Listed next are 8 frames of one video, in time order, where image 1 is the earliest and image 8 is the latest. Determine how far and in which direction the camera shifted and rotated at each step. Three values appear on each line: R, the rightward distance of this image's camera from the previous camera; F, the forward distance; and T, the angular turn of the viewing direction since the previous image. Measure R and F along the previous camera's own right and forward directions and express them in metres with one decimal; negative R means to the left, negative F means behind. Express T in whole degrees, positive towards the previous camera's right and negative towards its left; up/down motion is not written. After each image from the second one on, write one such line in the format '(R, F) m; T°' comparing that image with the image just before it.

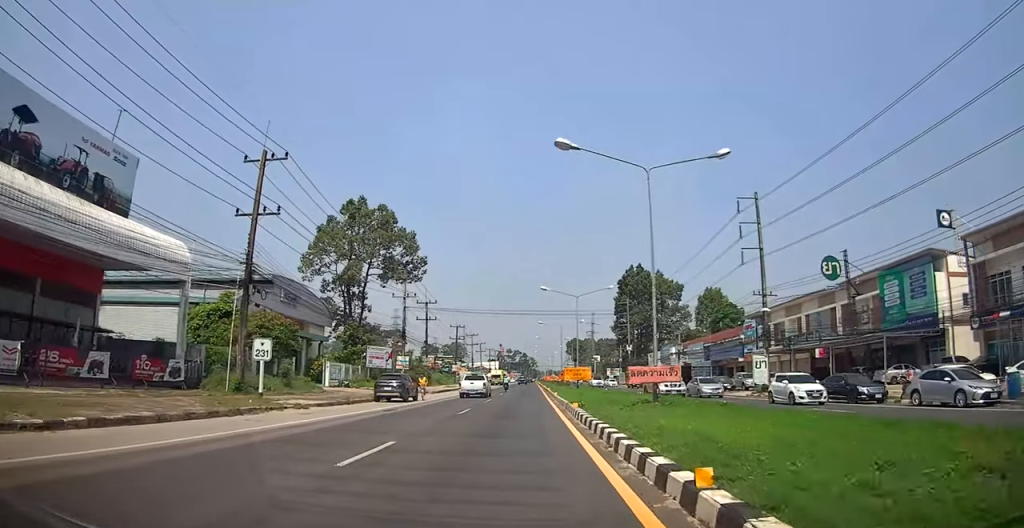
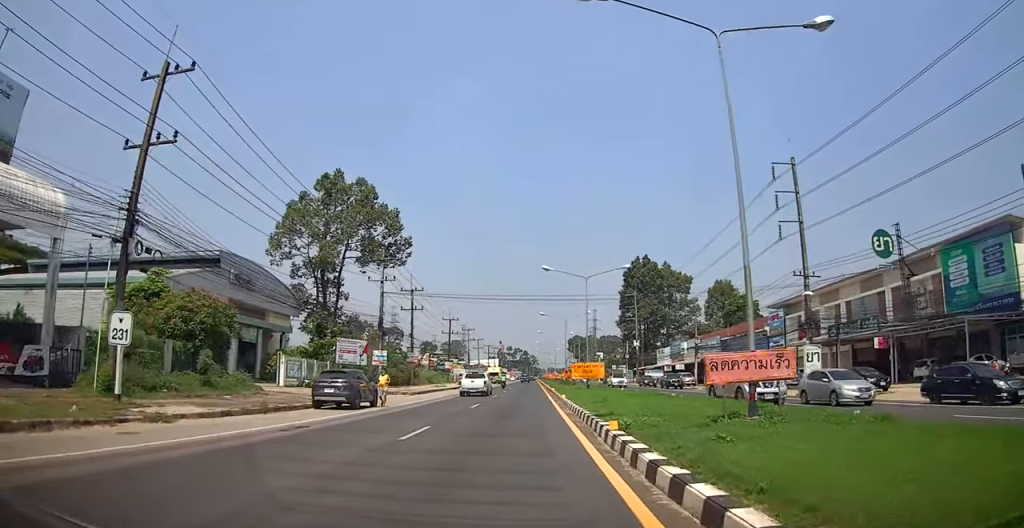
(-0.3, +8.9) m; -1°
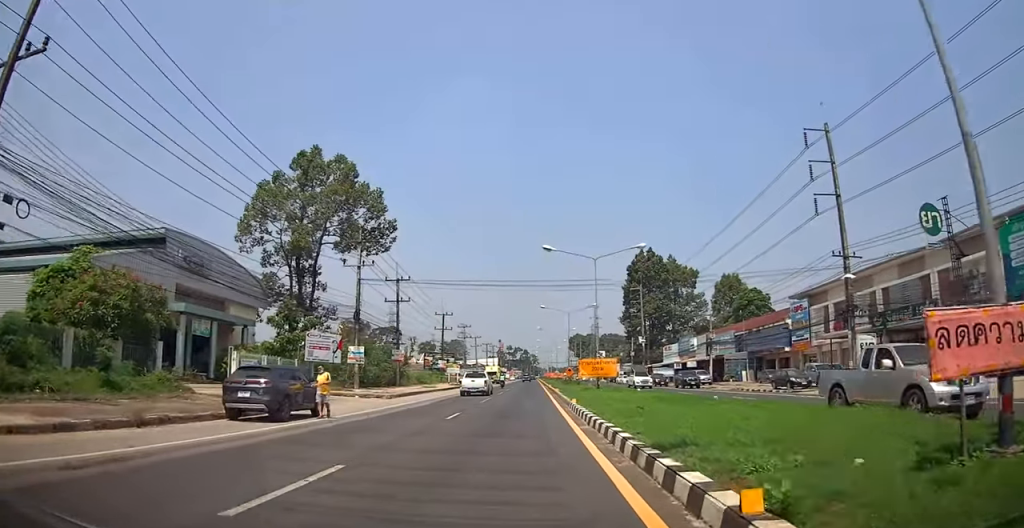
(+0.1, +6.7) m; +1°
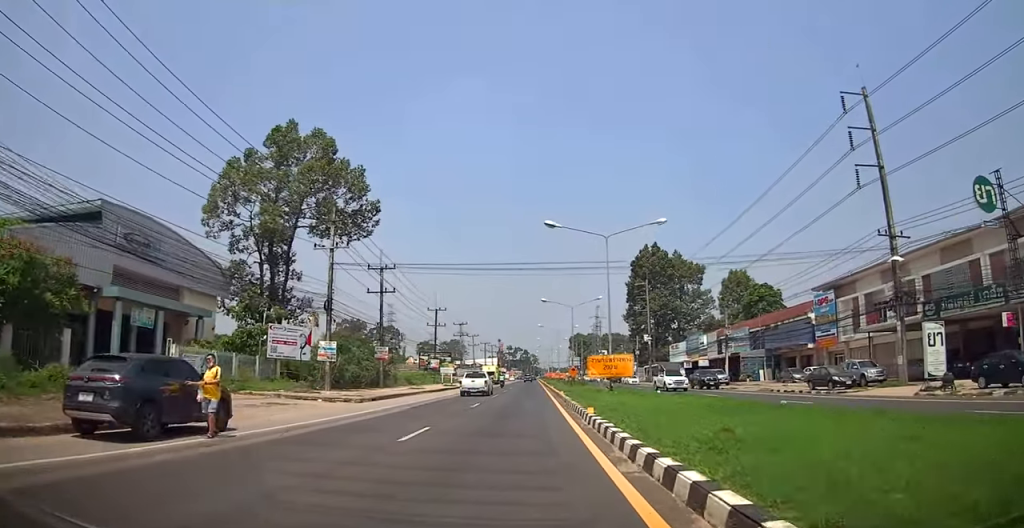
(0.0, +6.1) m; +1°
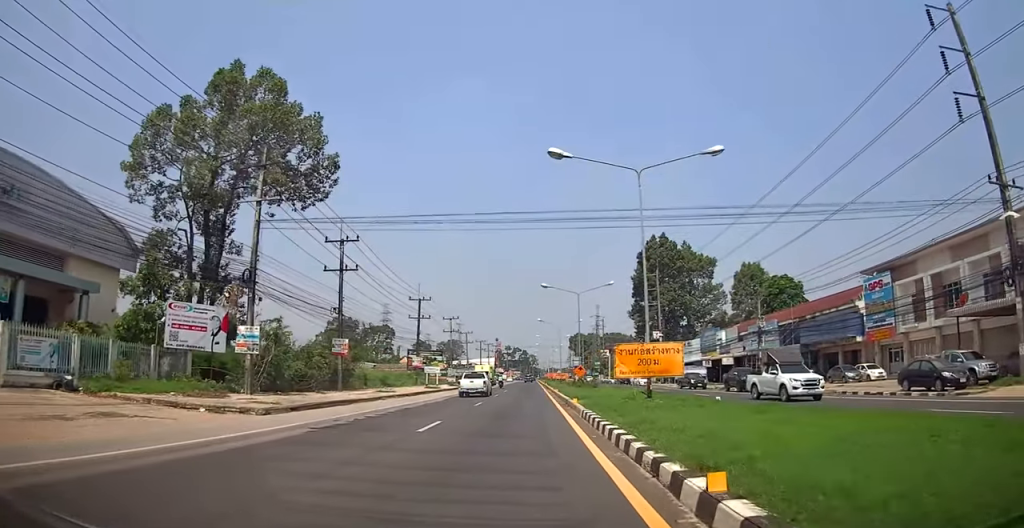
(0.0, +10.6) m; 0°
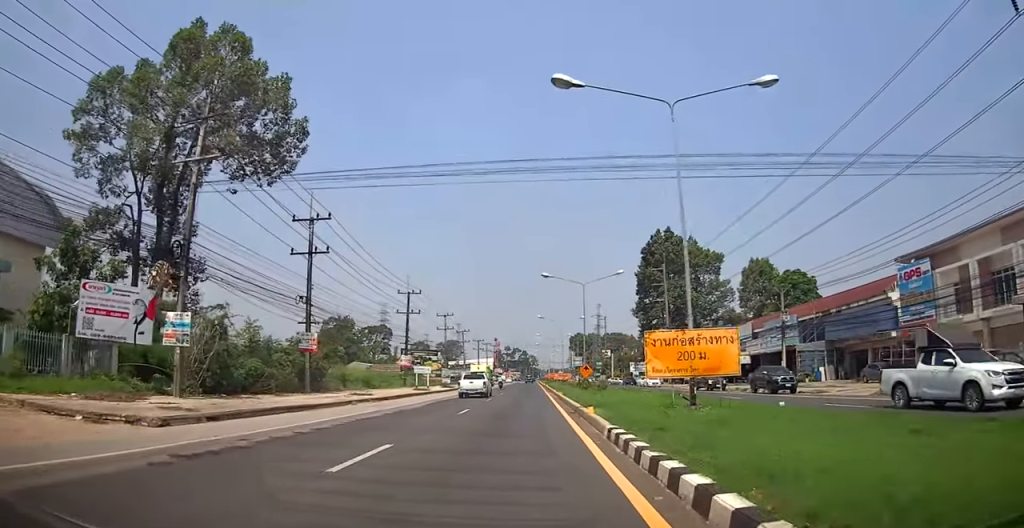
(0.0, +5.8) m; 0°
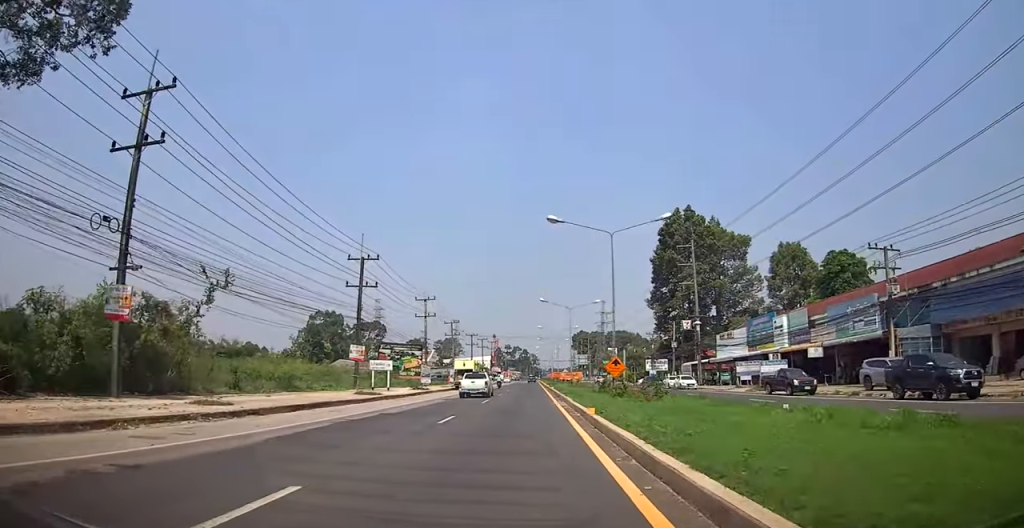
(-0.1, +17.1) m; 0°
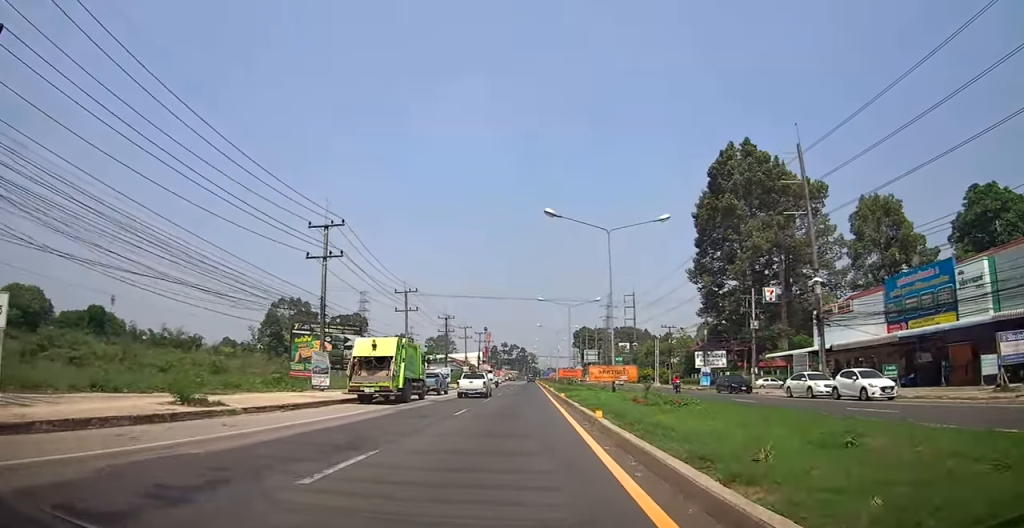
(+0.4, +34.1) m; -2°
